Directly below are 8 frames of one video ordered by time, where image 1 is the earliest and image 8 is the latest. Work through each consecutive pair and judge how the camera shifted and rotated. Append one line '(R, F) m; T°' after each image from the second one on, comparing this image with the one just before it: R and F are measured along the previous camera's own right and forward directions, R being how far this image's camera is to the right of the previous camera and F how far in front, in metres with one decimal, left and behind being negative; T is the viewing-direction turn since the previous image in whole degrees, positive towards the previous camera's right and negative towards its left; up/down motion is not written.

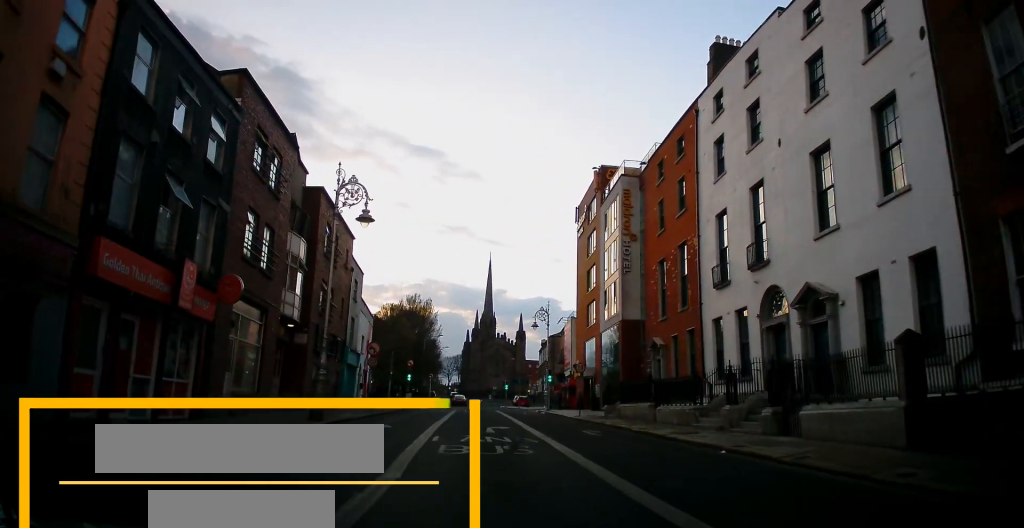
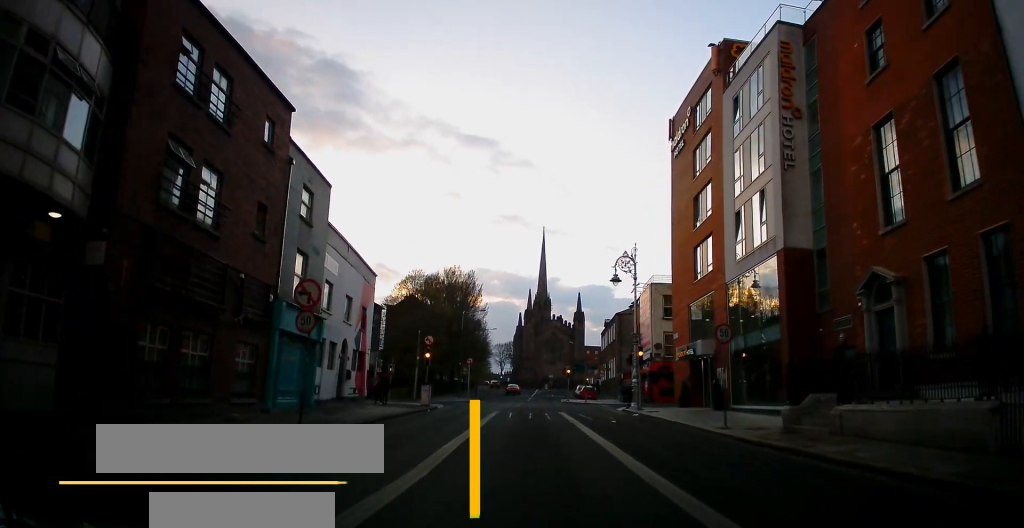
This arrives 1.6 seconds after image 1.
(-1.4, +17.8) m; -7°
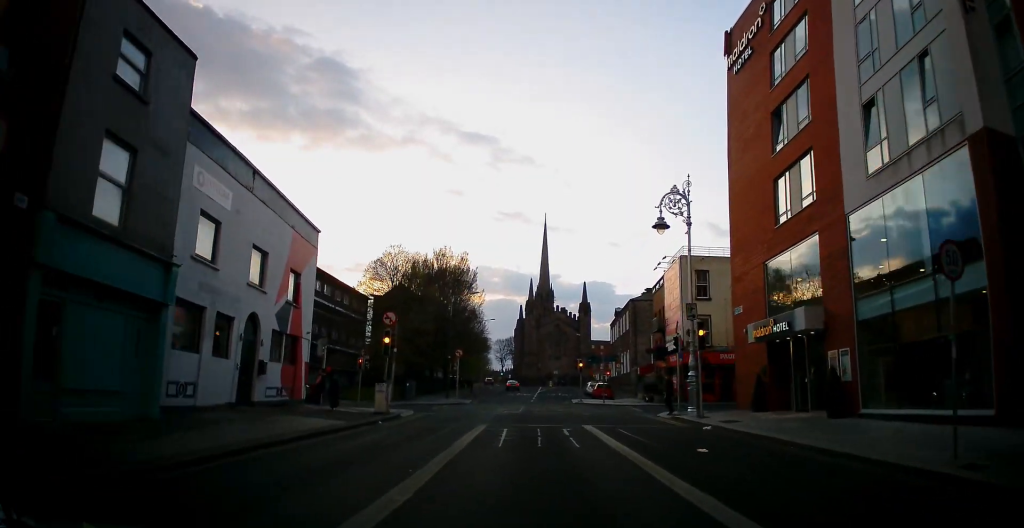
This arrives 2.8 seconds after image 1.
(0.0, +12.2) m; +1°
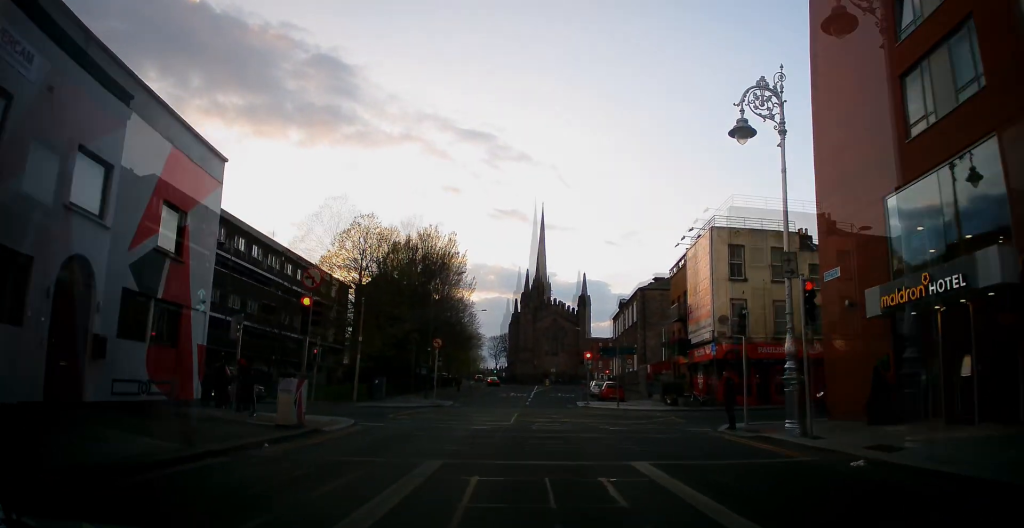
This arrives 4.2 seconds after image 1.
(0.0, +11.6) m; -2°
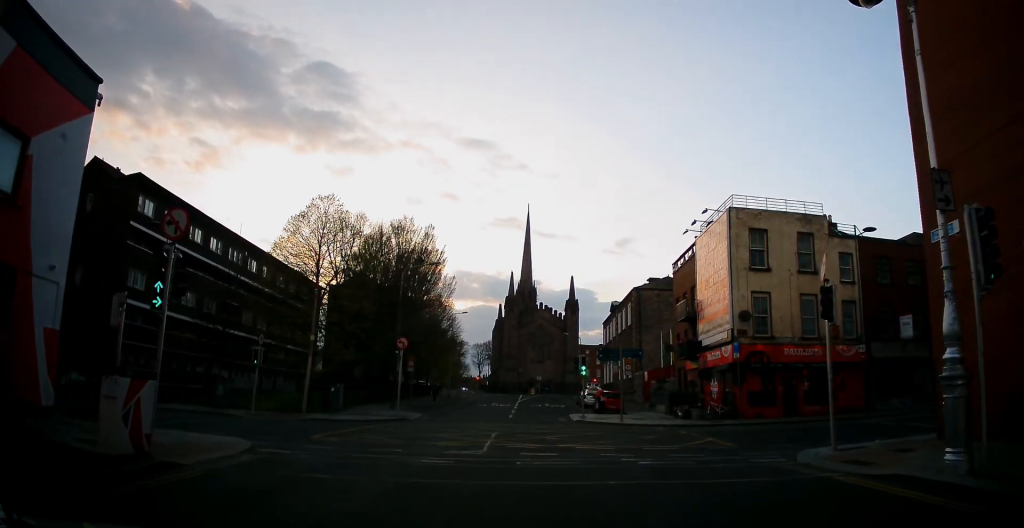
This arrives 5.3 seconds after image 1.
(-0.3, +5.5) m; -5°
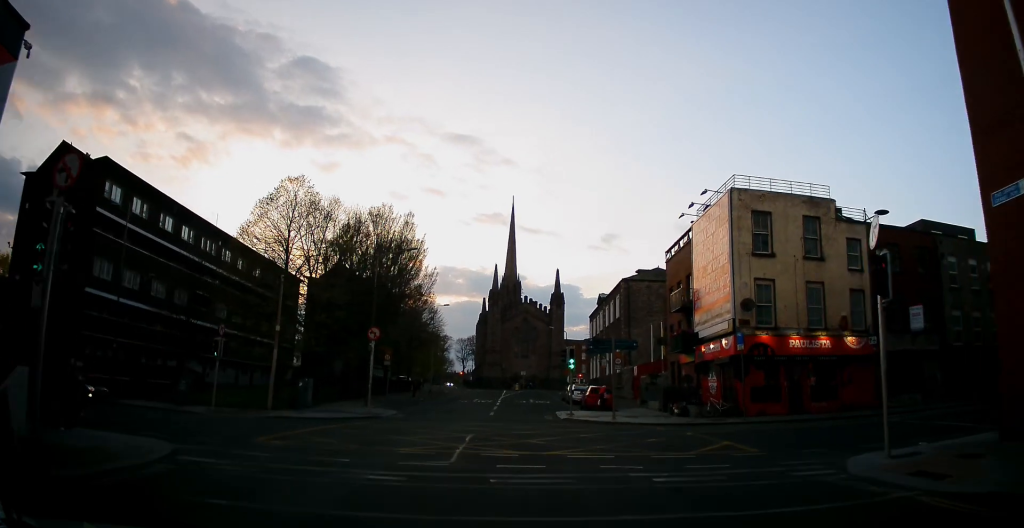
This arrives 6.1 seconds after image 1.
(-0.1, +2.6) m; +2°
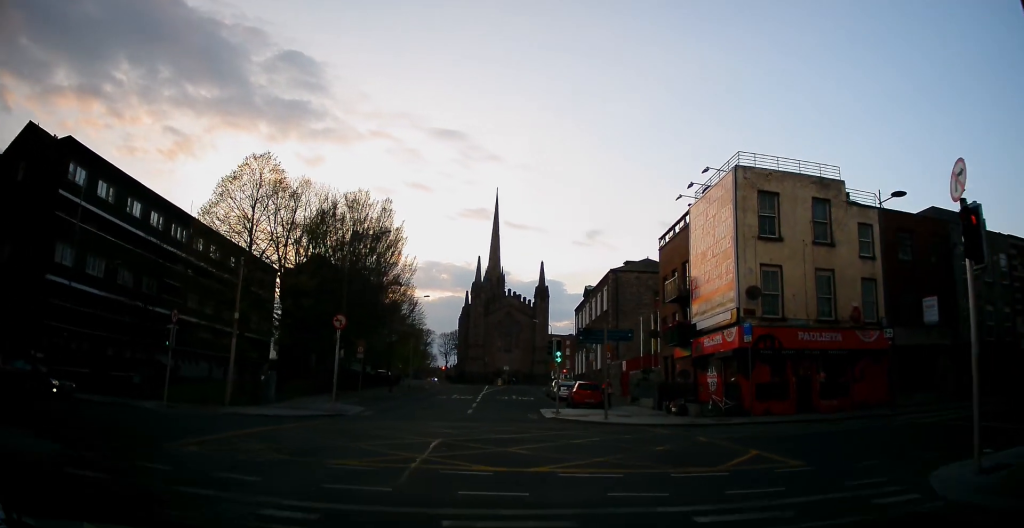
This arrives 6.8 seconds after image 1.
(+0.1, +2.8) m; +4°
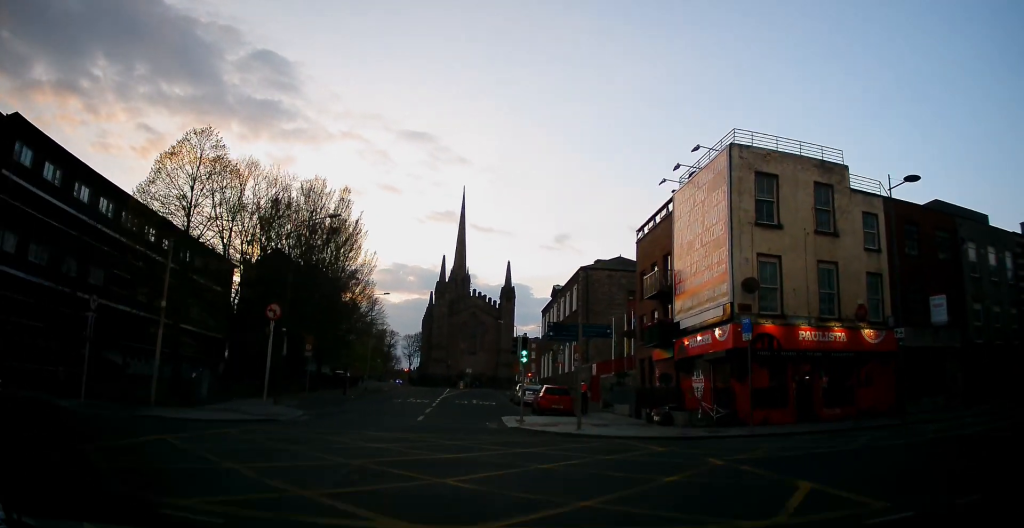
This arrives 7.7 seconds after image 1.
(+0.2, +3.6) m; +5°
